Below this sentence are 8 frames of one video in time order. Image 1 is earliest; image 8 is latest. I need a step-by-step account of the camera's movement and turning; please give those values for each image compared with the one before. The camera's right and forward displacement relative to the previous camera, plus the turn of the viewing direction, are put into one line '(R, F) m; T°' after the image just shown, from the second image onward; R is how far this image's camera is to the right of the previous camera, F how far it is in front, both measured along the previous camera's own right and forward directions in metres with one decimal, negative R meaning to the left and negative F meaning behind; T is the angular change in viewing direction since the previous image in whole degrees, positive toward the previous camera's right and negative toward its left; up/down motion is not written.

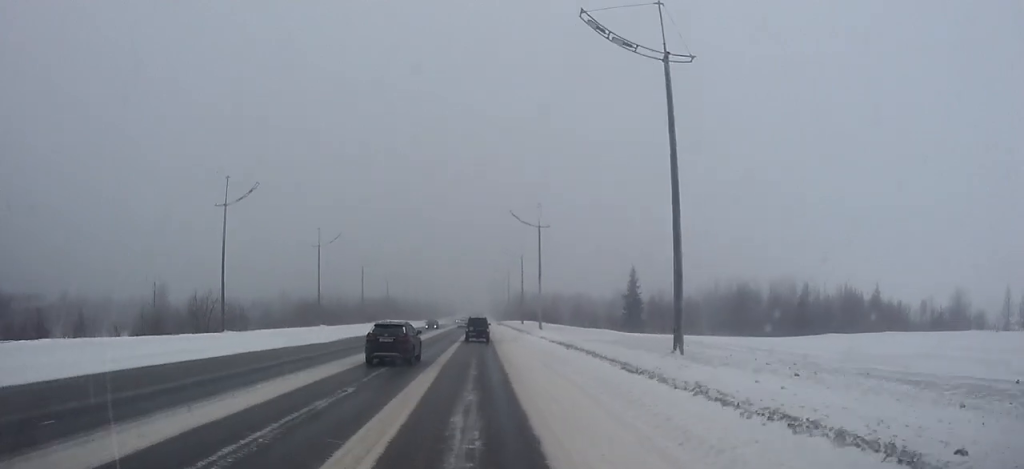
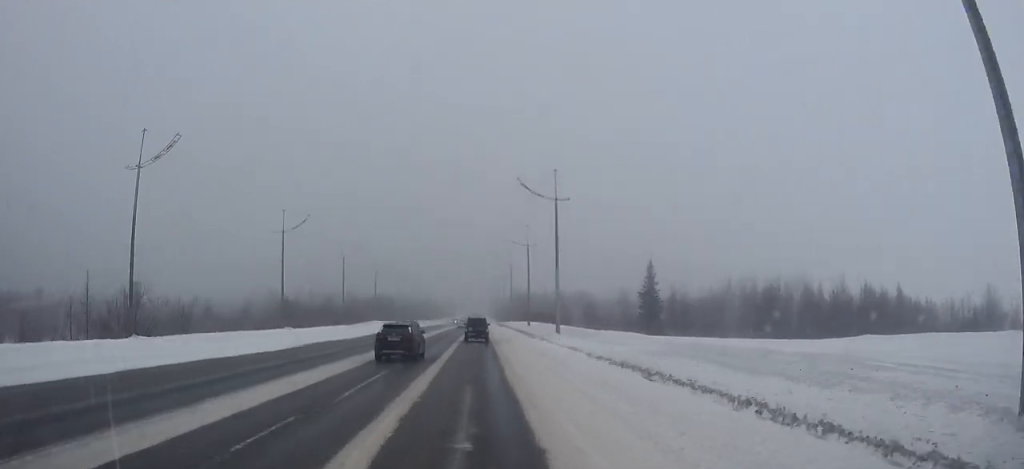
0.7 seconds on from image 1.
(0.0, +11.8) m; 0°
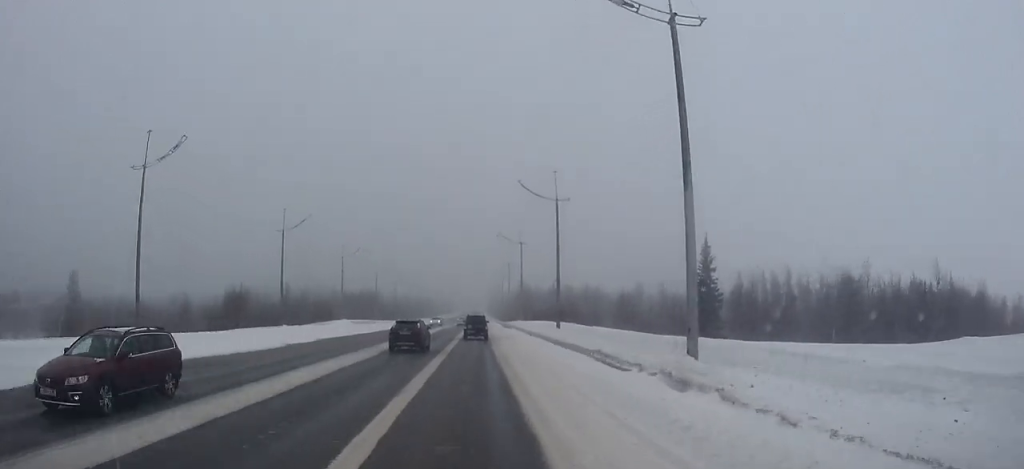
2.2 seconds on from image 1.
(+0.1, +24.2) m; 0°
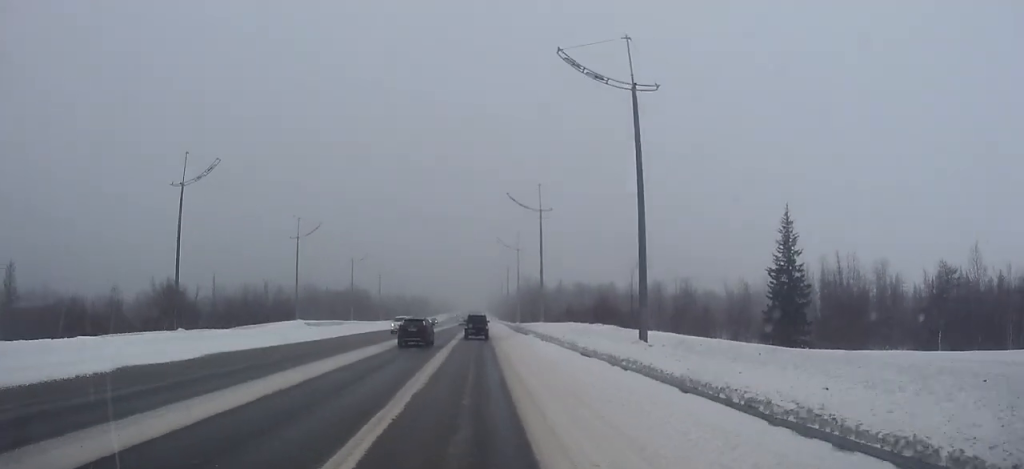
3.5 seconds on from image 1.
(0.0, +19.9) m; 0°
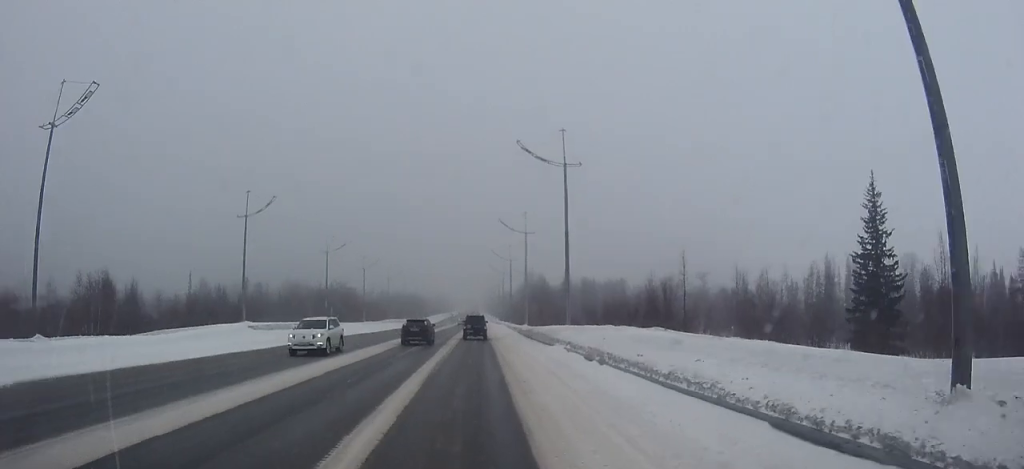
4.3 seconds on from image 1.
(0.0, +13.5) m; 0°
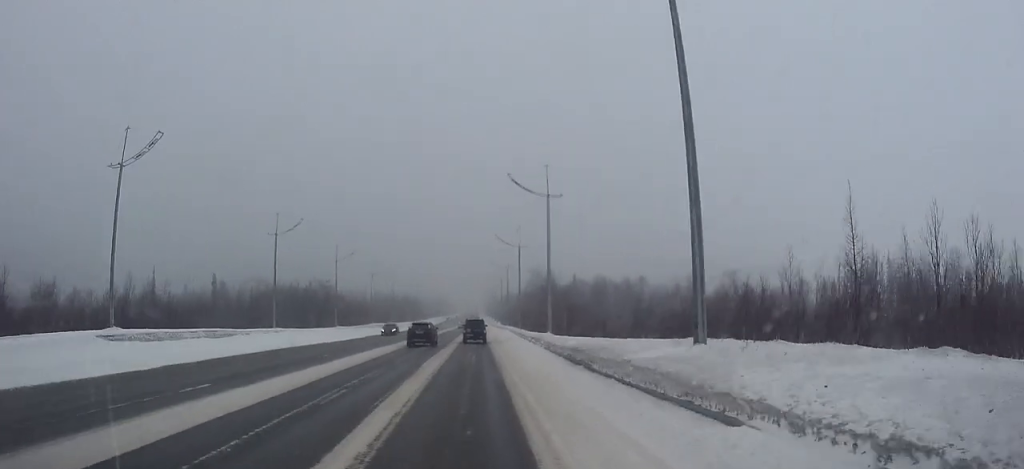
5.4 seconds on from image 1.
(0.0, +18.3) m; 0°
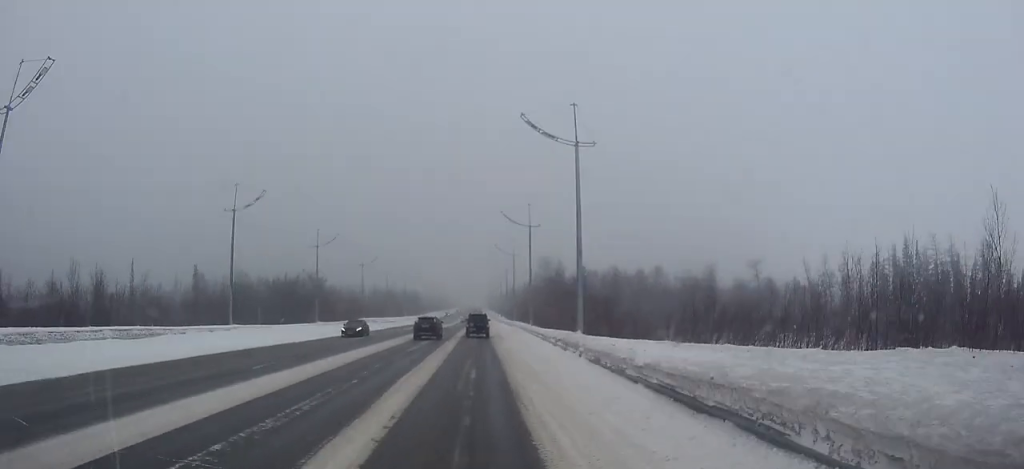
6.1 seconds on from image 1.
(0.0, +10.3) m; 0°
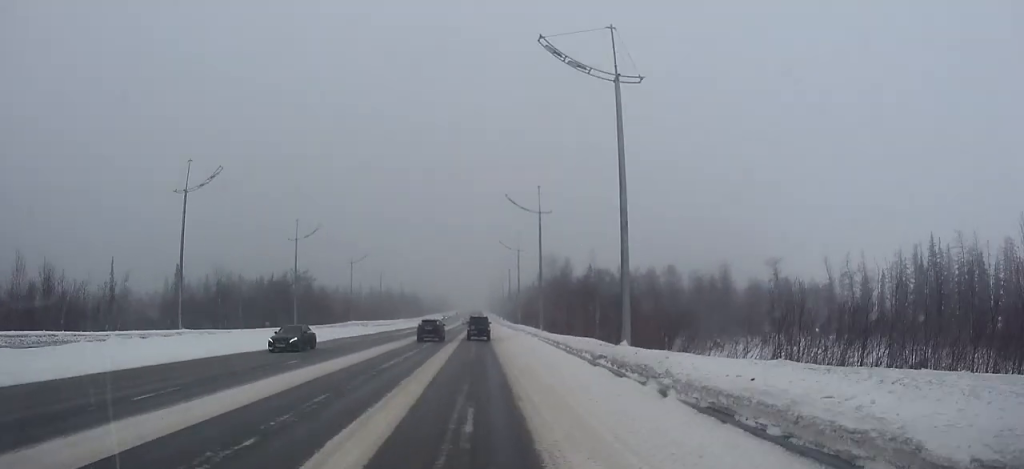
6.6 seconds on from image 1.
(0.0, +8.1) m; 0°
